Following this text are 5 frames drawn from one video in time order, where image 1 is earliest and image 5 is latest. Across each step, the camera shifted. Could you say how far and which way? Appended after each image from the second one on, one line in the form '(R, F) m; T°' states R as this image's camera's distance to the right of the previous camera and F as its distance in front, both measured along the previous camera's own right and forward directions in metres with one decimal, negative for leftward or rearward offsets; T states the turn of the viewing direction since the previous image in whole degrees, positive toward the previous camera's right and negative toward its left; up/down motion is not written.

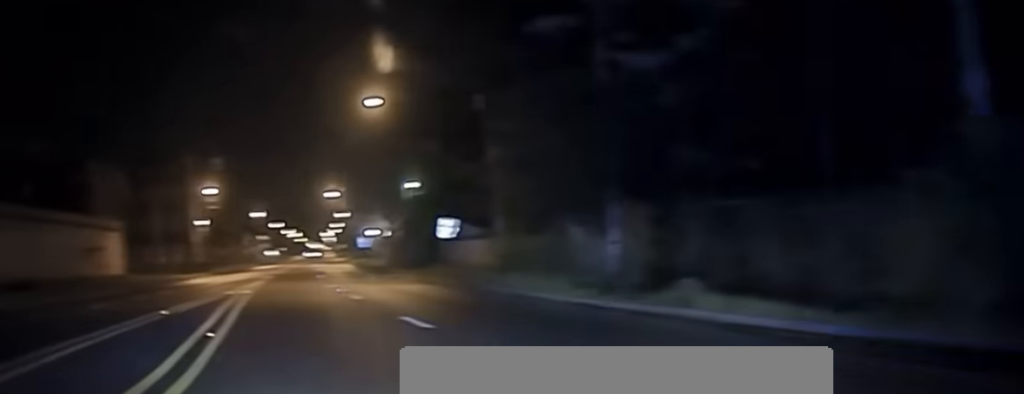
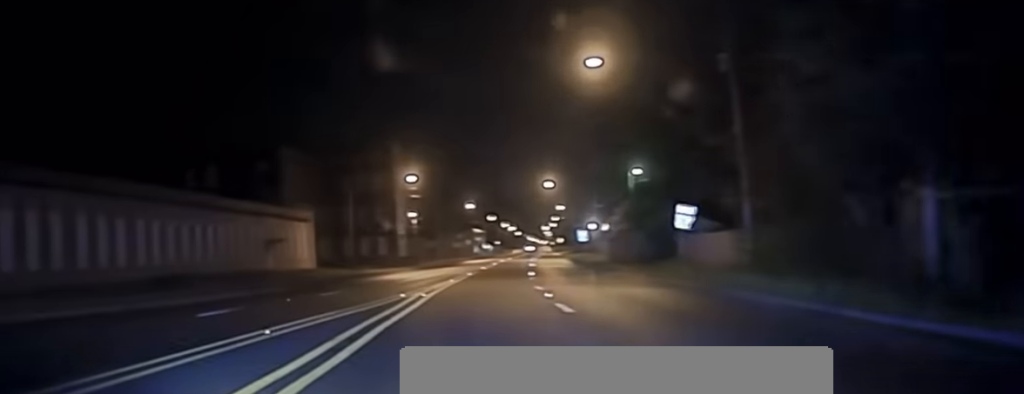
(-1.1, +8.7) m; -5°
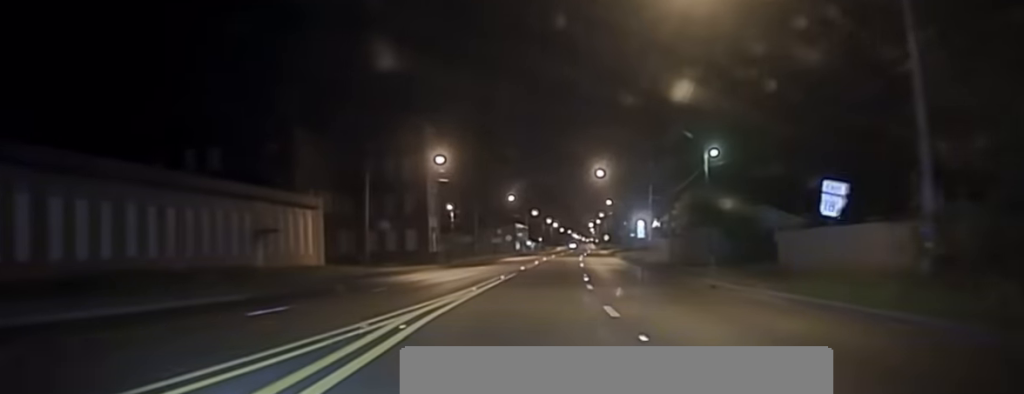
(-0.4, +14.4) m; 0°
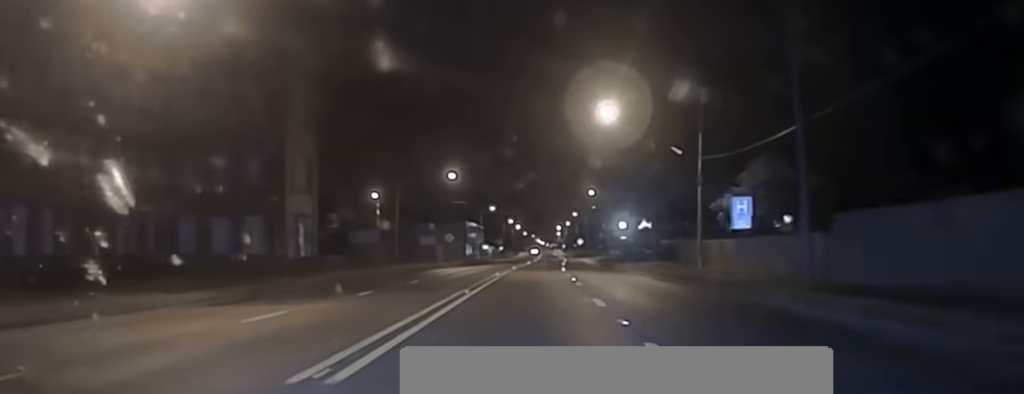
(+1.8, +51.1) m; +3°
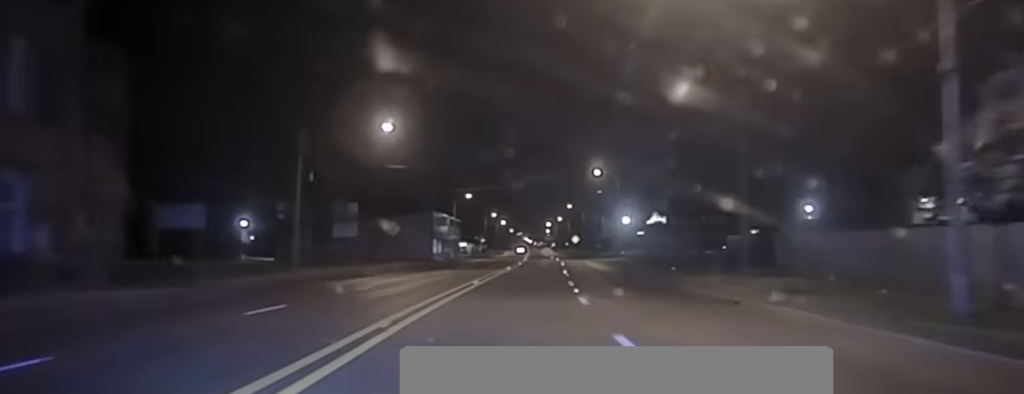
(+0.2, +35.4) m; +1°
